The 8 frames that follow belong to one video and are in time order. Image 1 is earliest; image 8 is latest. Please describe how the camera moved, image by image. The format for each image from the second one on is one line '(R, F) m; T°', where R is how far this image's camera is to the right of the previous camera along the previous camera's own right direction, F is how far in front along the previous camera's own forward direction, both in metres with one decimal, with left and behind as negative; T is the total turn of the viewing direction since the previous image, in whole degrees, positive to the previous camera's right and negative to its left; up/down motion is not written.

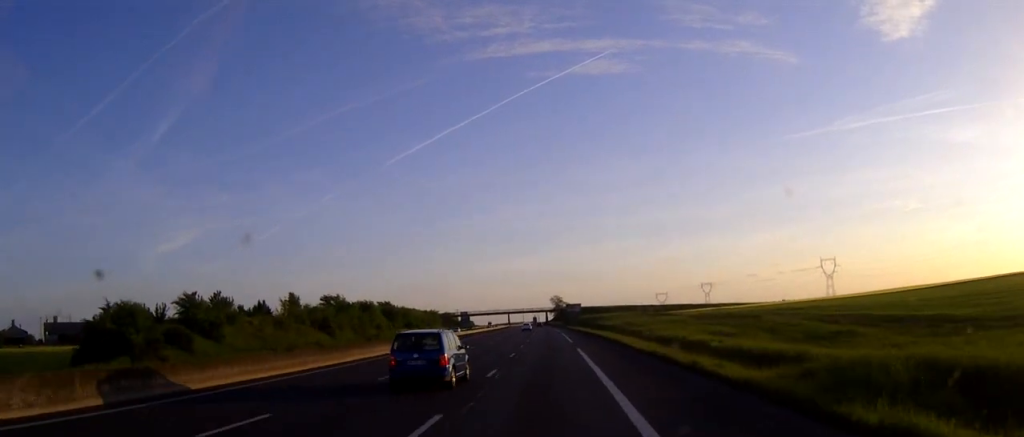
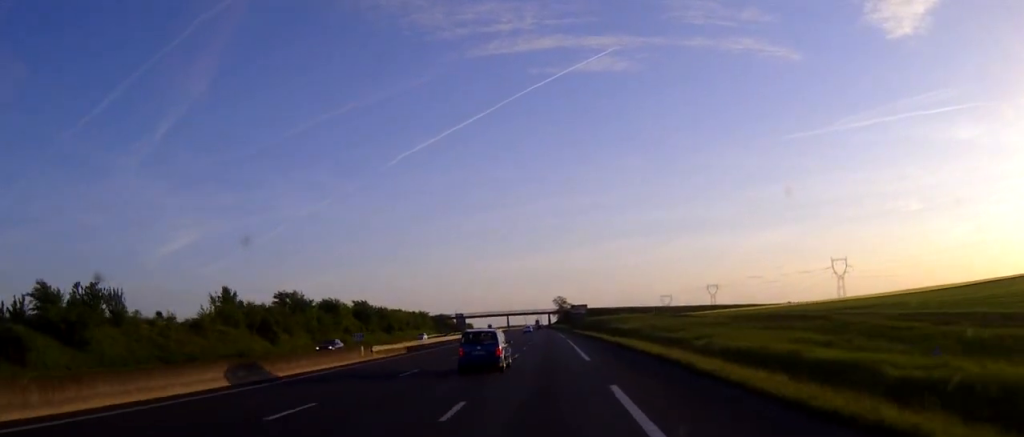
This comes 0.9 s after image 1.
(-0.1, +23.4) m; 0°
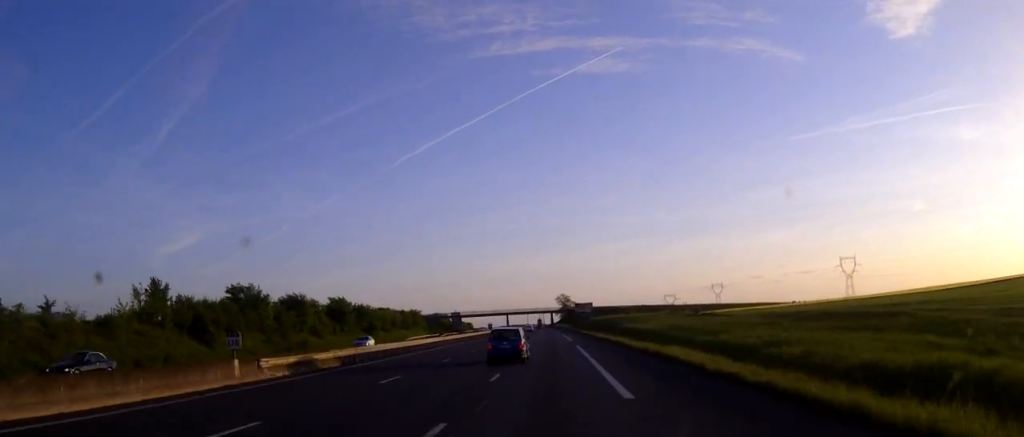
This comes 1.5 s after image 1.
(0.0, +17.1) m; 0°
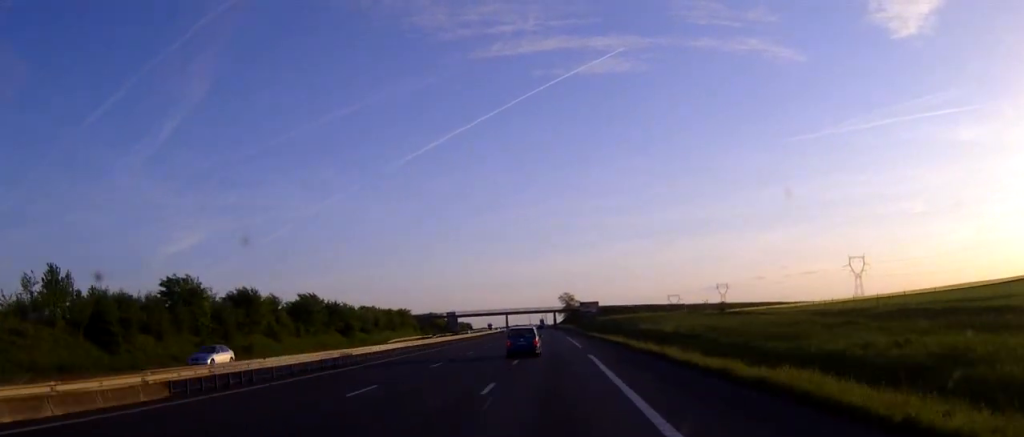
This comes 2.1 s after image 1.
(-0.1, +17.1) m; 0°
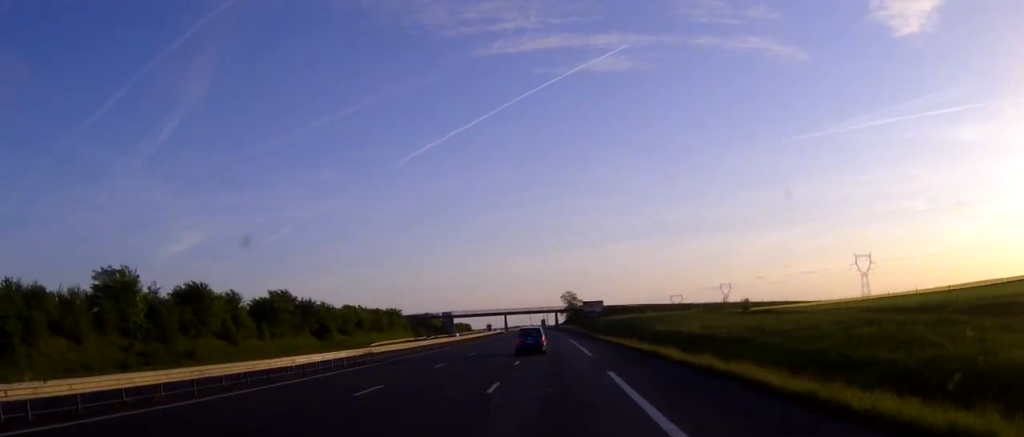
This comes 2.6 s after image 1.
(0.0, +12.6) m; 0°
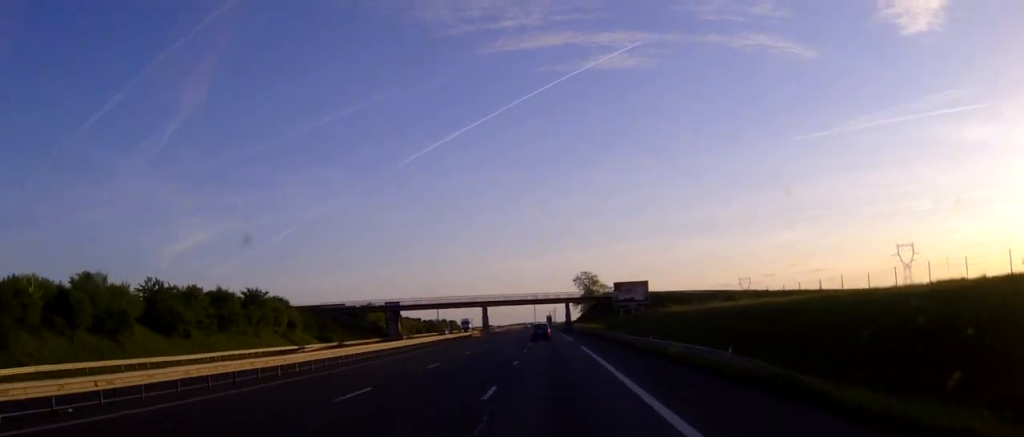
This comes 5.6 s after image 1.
(-0.6, +80.9) m; 0°
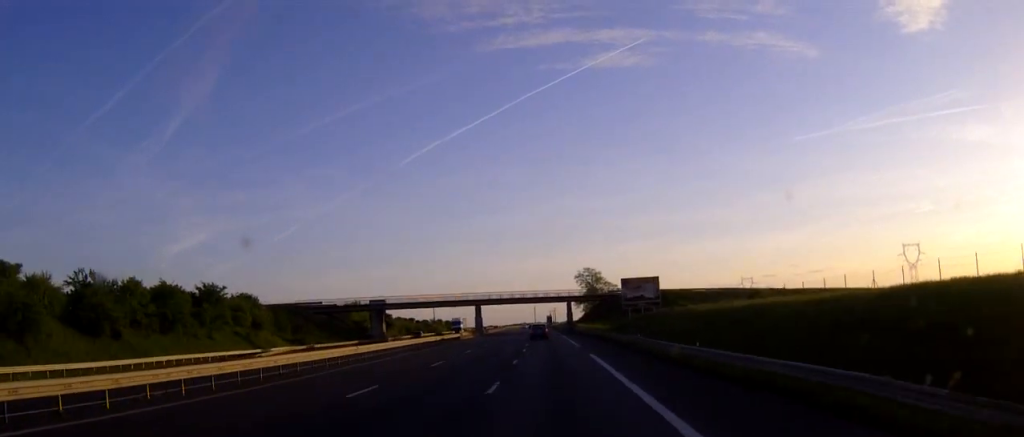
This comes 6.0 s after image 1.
(0.0, +11.7) m; 0°
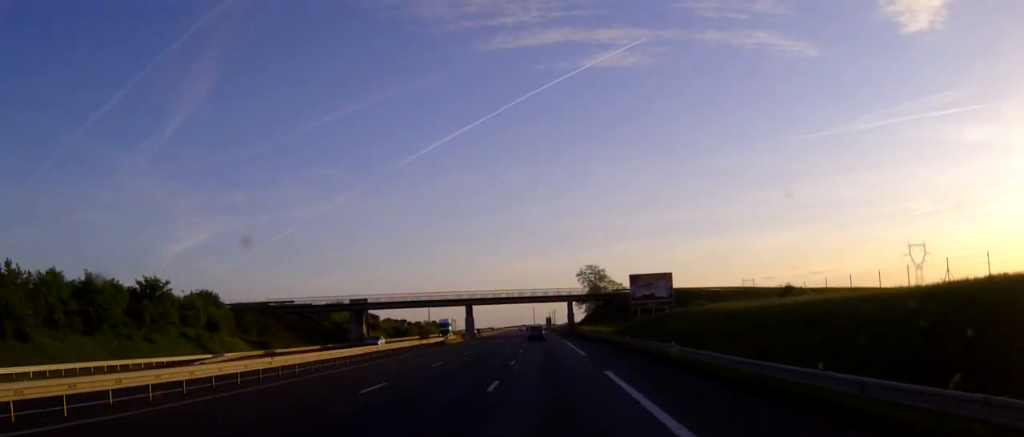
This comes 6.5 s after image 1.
(0.0, +11.7) m; 0°
